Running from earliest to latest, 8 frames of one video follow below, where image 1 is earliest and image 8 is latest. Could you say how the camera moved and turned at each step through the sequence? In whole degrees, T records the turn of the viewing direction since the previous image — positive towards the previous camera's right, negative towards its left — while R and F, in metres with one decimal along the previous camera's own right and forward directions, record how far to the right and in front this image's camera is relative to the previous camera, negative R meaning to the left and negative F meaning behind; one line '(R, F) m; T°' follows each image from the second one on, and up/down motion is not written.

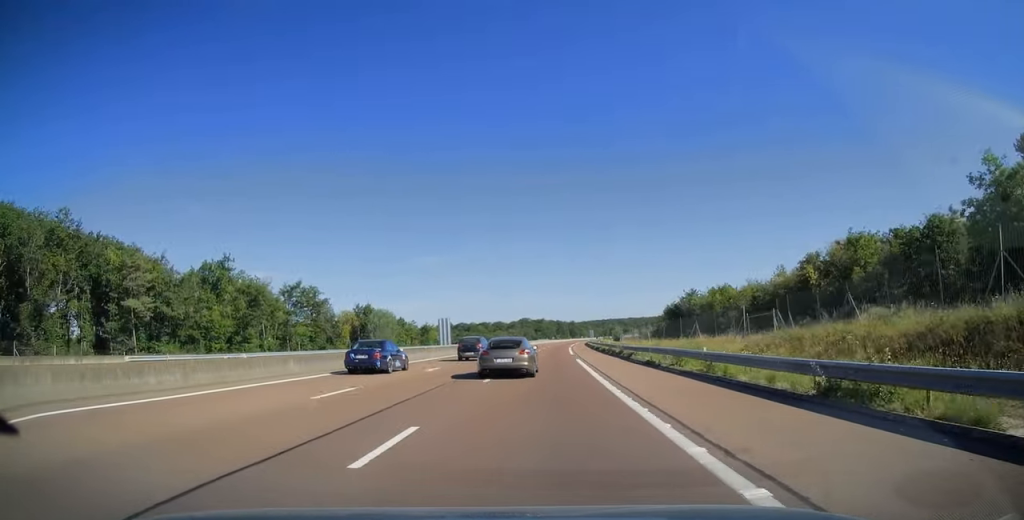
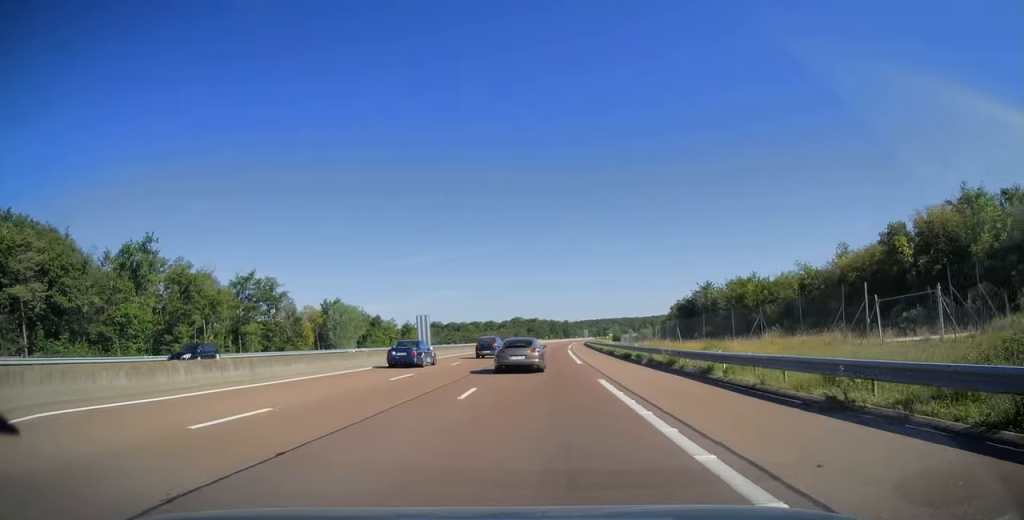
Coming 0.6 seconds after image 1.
(+0.1, +18.4) m; +1°
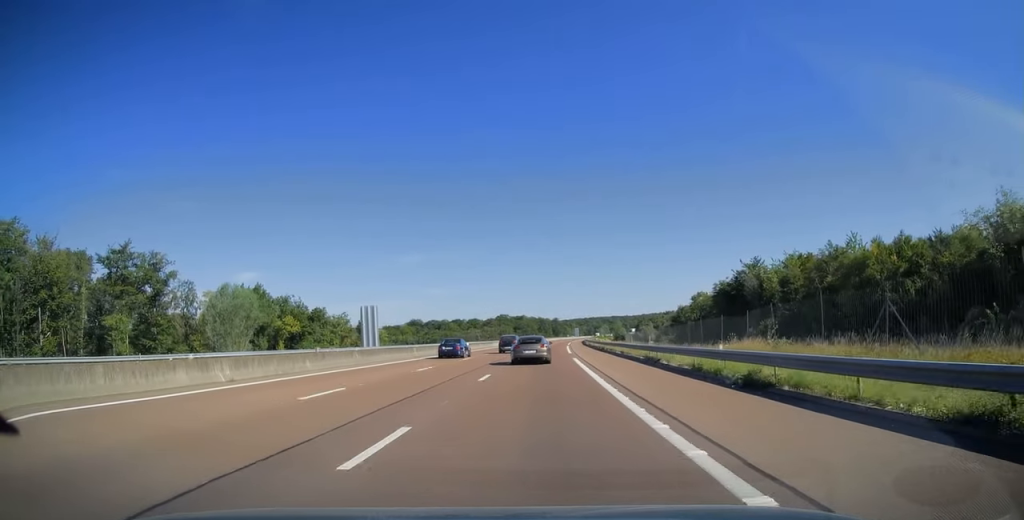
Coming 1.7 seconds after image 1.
(+0.4, +33.9) m; +1°
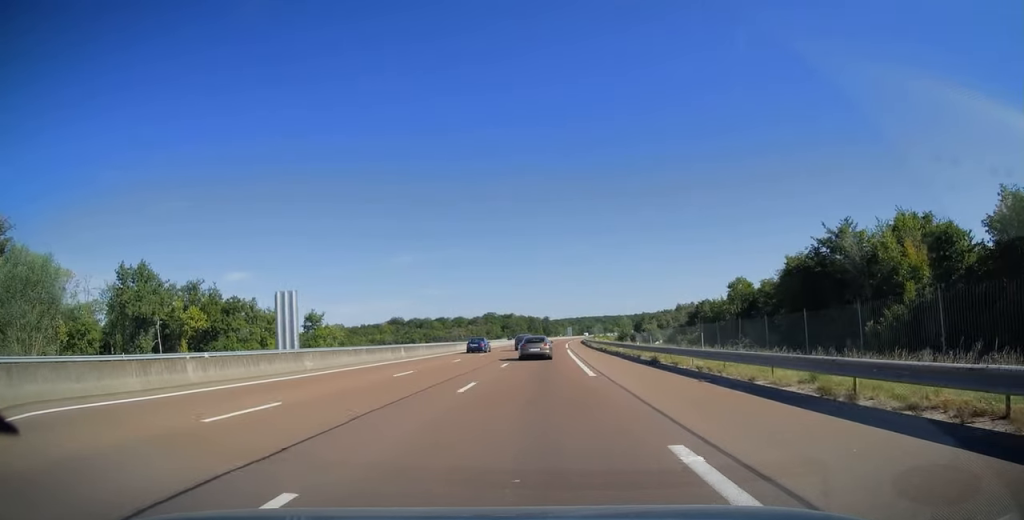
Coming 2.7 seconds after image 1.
(+0.2, +30.3) m; +1°
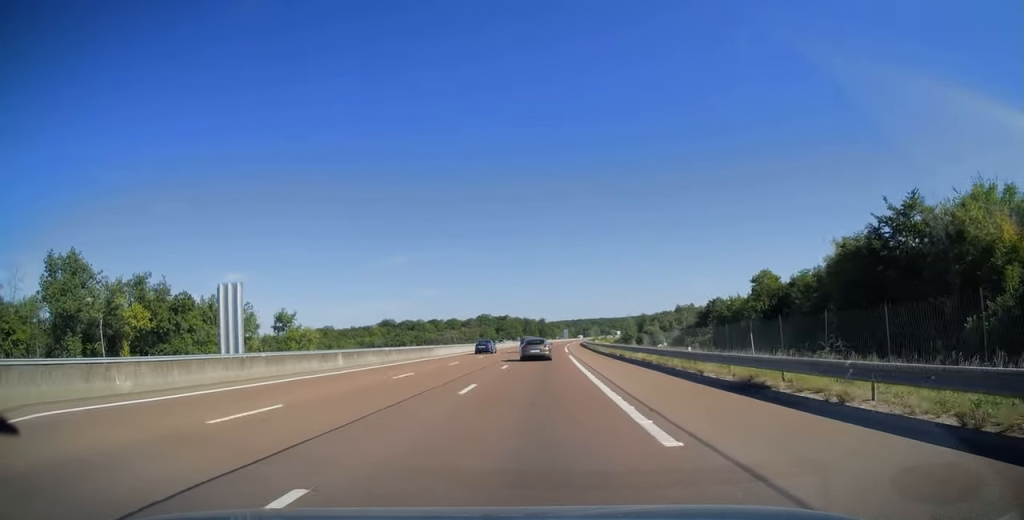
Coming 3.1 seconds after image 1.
(0.0, +12.8) m; 0°
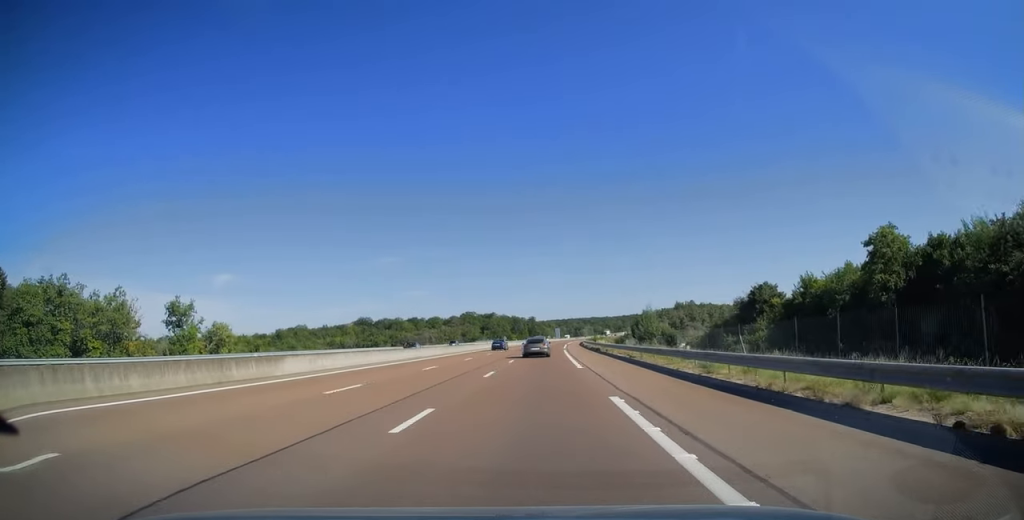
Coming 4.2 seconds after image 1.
(+0.3, +32.8) m; +1°
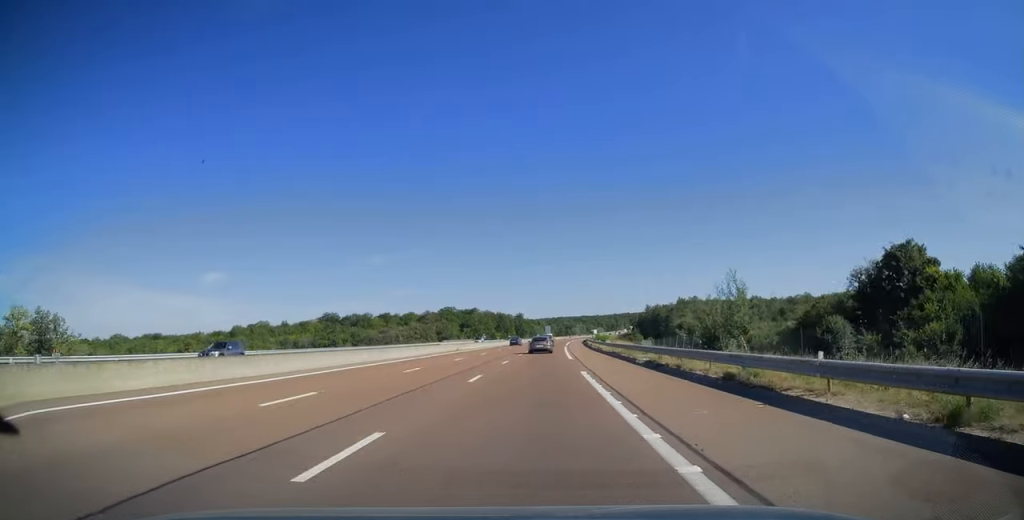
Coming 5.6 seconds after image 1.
(+0.4, +42.5) m; +1°
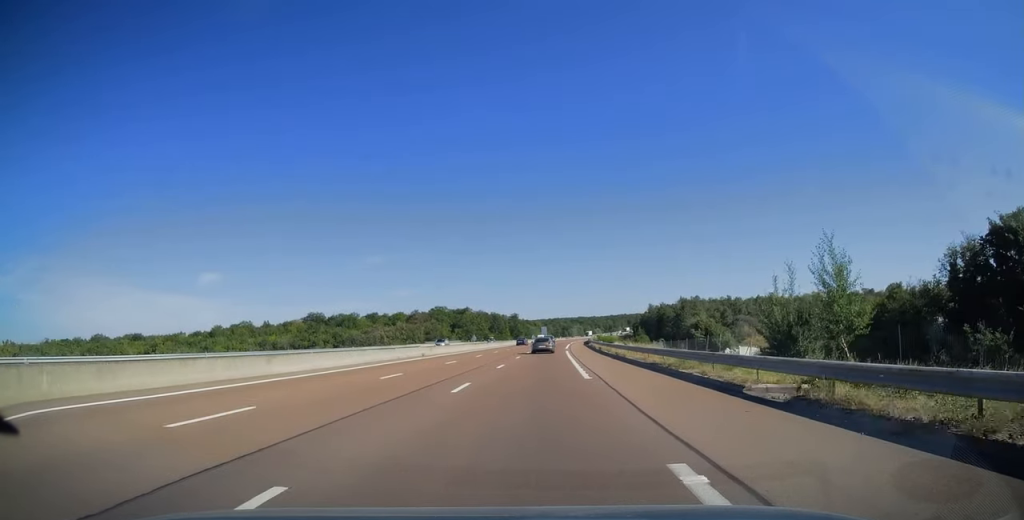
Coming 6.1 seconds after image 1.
(0.0, +16.4) m; 0°
